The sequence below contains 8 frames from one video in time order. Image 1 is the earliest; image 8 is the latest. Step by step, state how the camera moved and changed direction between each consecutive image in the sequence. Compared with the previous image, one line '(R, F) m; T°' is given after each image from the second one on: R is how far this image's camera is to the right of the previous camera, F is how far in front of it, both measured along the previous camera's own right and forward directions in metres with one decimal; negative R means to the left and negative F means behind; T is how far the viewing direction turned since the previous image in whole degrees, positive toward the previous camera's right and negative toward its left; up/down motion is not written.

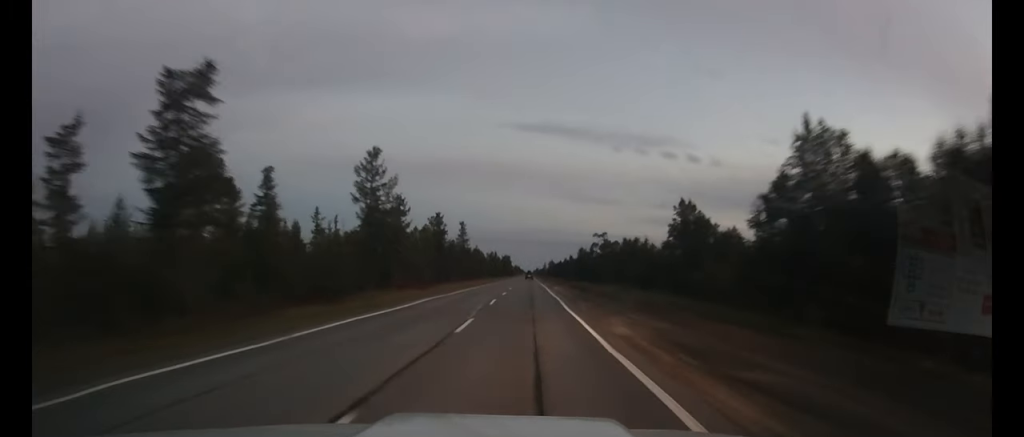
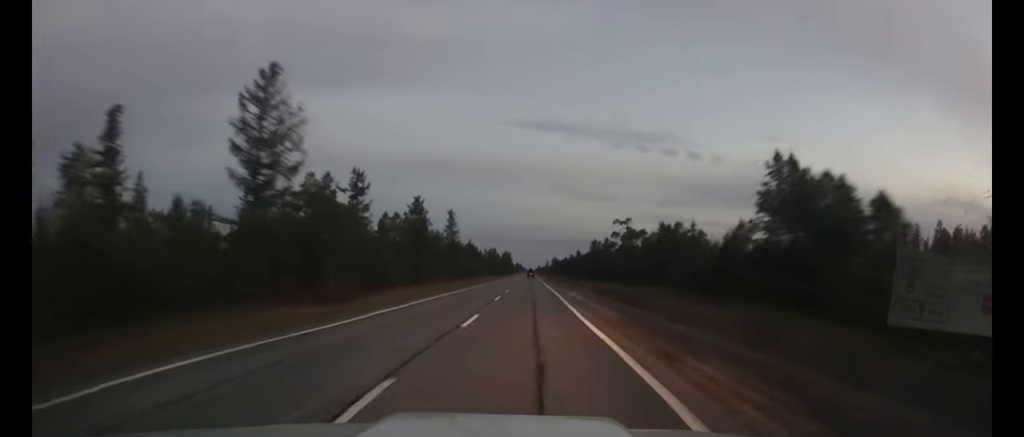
(+0.1, +22.2) m; 0°
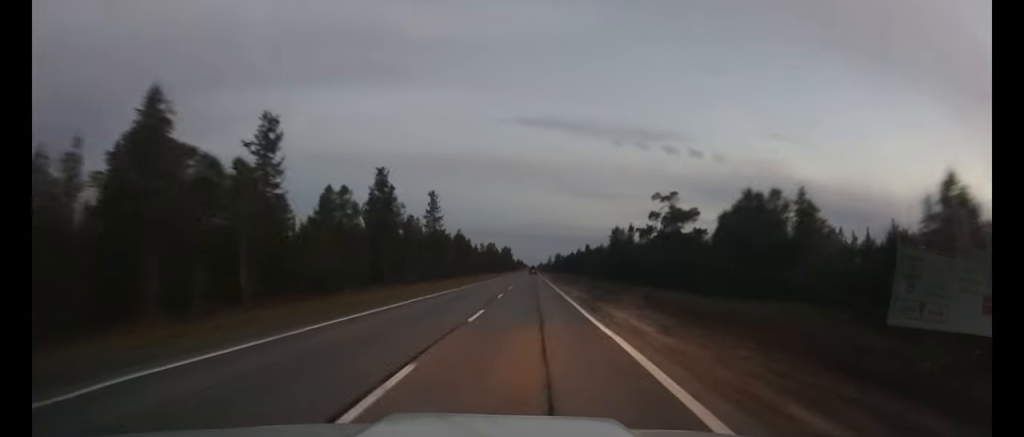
(0.0, +23.5) m; 0°
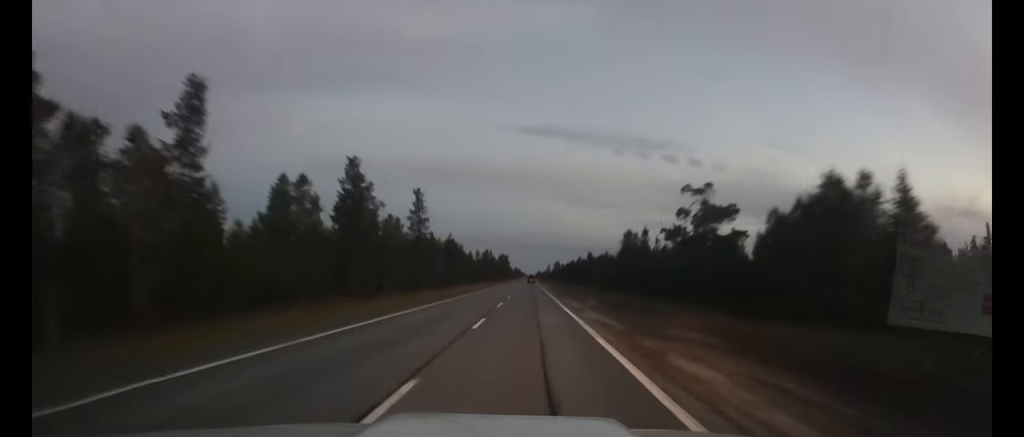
(0.0, +10.8) m; 0°
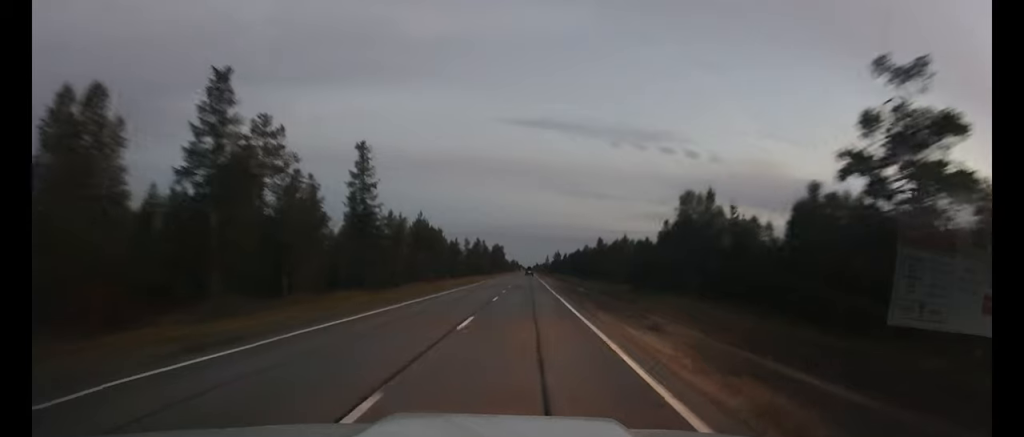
(0.0, +25.9) m; 0°
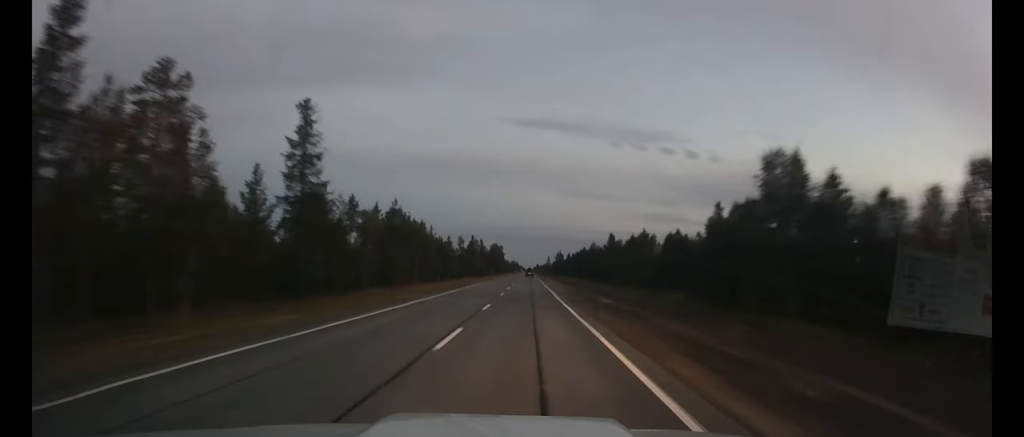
(0.0, +15.2) m; 0°
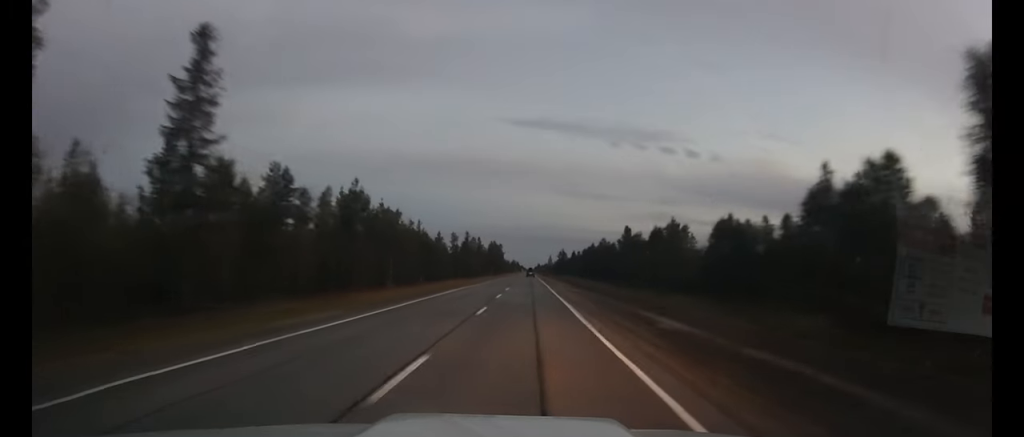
(0.0, +15.3) m; 0°
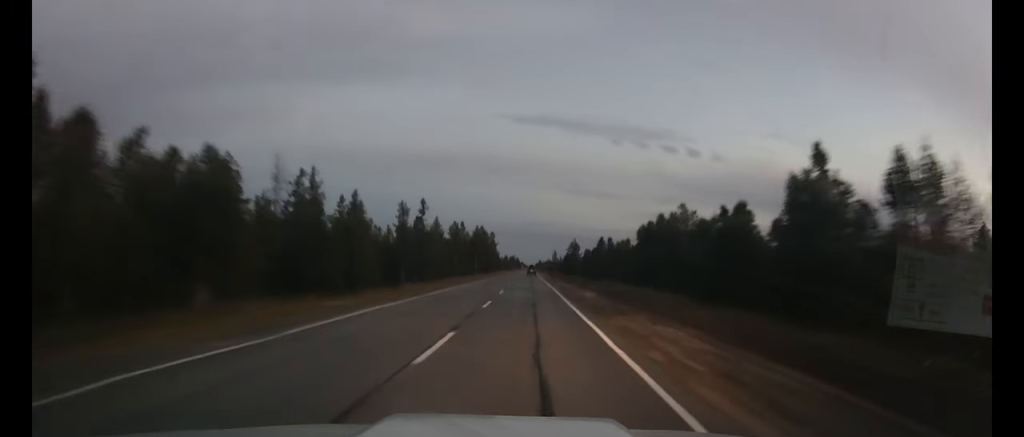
(+0.1, +57.1) m; 0°
